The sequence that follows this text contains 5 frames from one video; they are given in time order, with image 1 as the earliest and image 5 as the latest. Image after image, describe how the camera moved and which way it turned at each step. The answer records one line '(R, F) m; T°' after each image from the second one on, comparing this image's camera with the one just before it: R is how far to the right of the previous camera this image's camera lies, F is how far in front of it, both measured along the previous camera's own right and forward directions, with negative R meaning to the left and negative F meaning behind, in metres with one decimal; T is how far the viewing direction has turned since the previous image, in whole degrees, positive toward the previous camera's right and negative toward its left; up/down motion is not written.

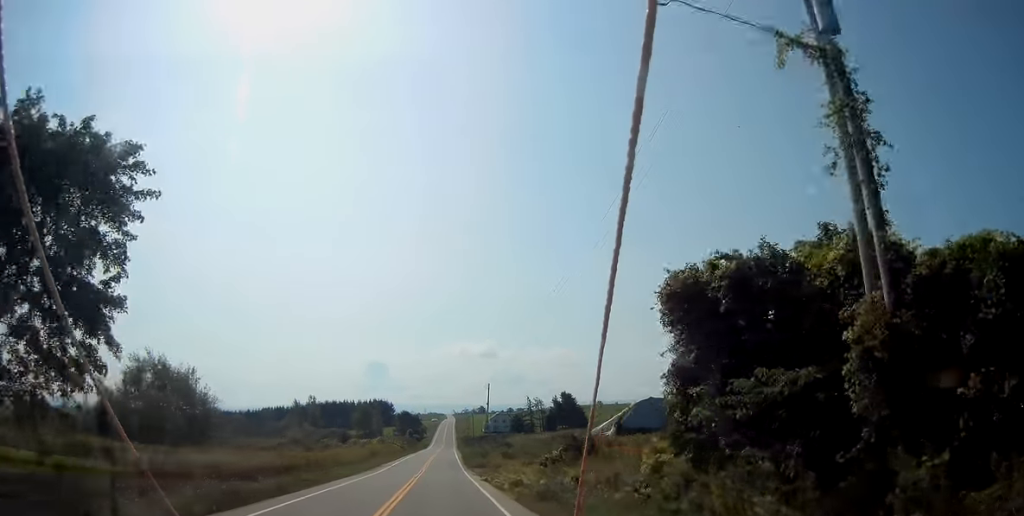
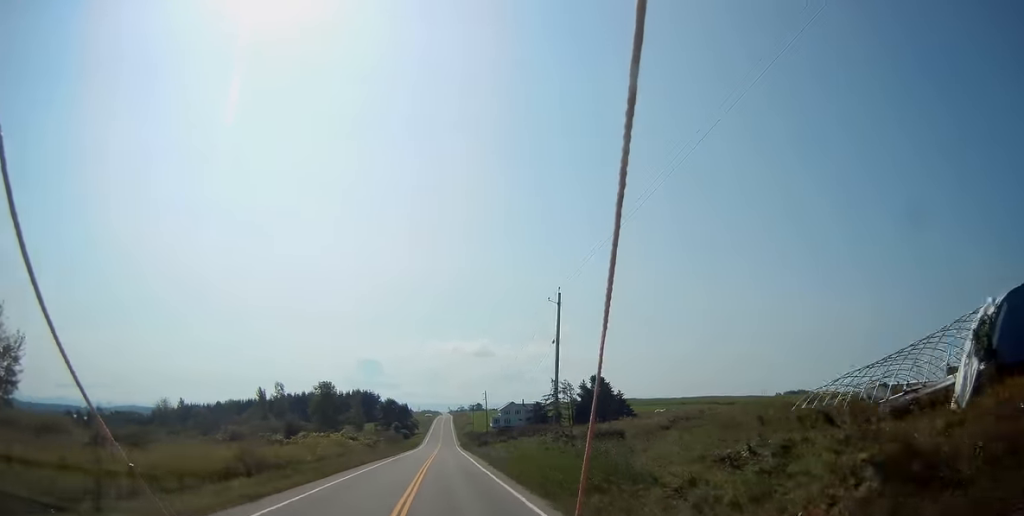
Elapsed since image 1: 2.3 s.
(-0.2, +52.2) m; +1°
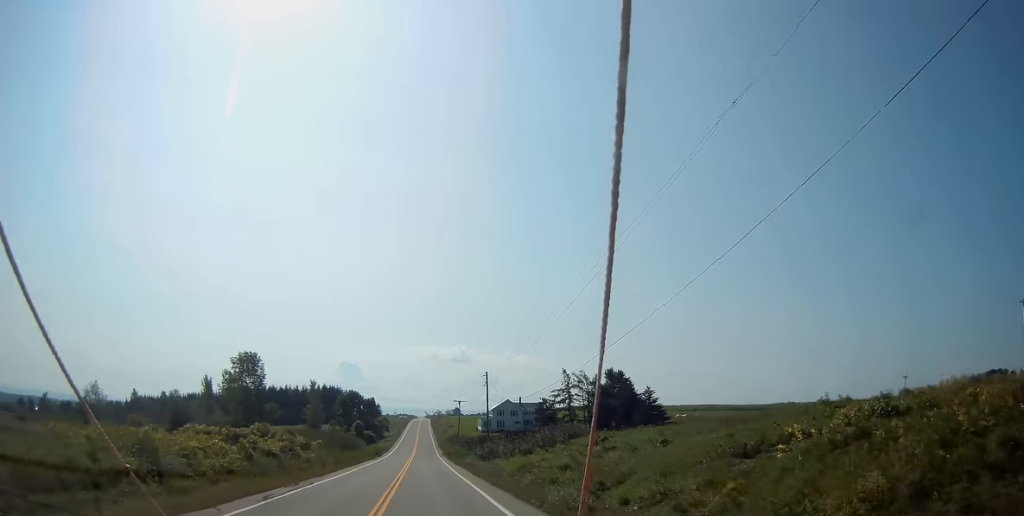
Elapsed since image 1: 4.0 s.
(+1.0, +37.9) m; +2°
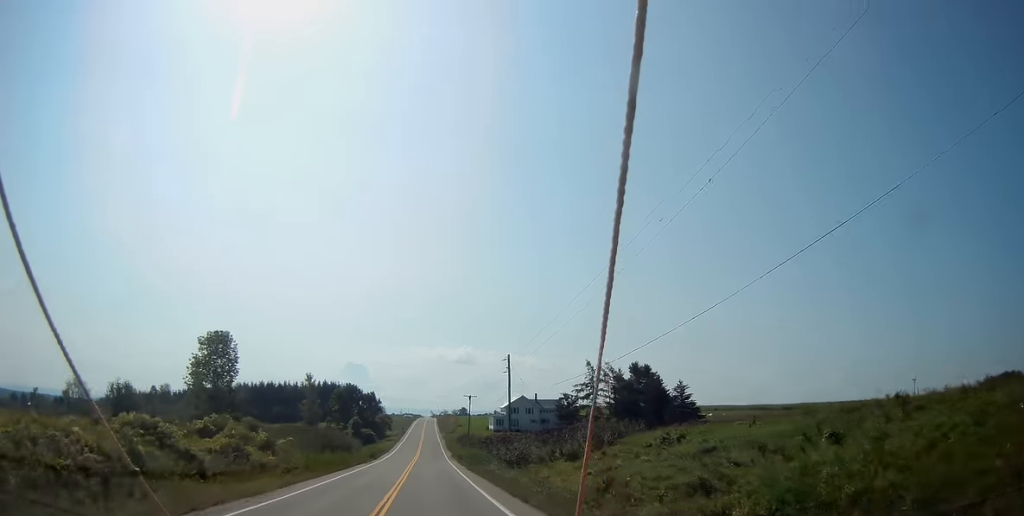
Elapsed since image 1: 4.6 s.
(0.0, +13.7) m; 0°
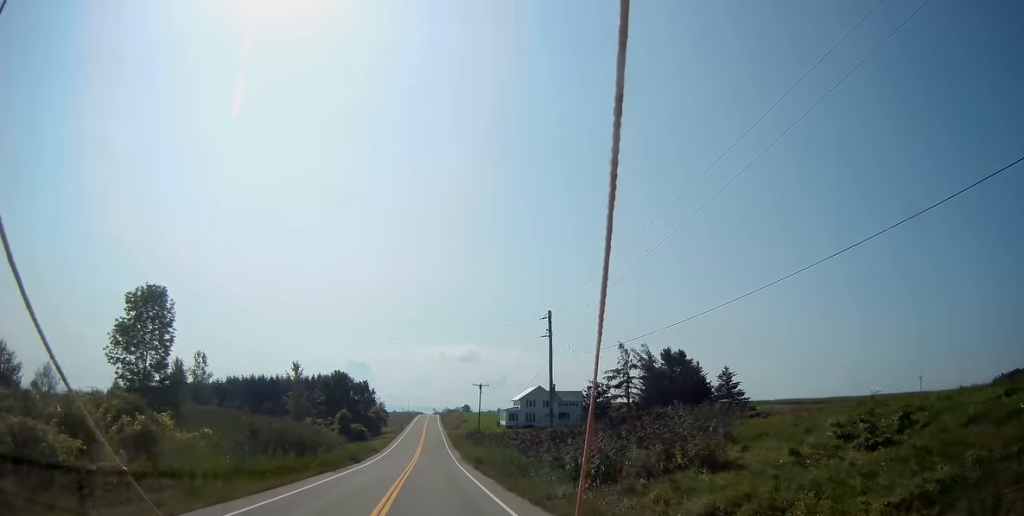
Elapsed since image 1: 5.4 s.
(-0.2, +17.6) m; -1°
